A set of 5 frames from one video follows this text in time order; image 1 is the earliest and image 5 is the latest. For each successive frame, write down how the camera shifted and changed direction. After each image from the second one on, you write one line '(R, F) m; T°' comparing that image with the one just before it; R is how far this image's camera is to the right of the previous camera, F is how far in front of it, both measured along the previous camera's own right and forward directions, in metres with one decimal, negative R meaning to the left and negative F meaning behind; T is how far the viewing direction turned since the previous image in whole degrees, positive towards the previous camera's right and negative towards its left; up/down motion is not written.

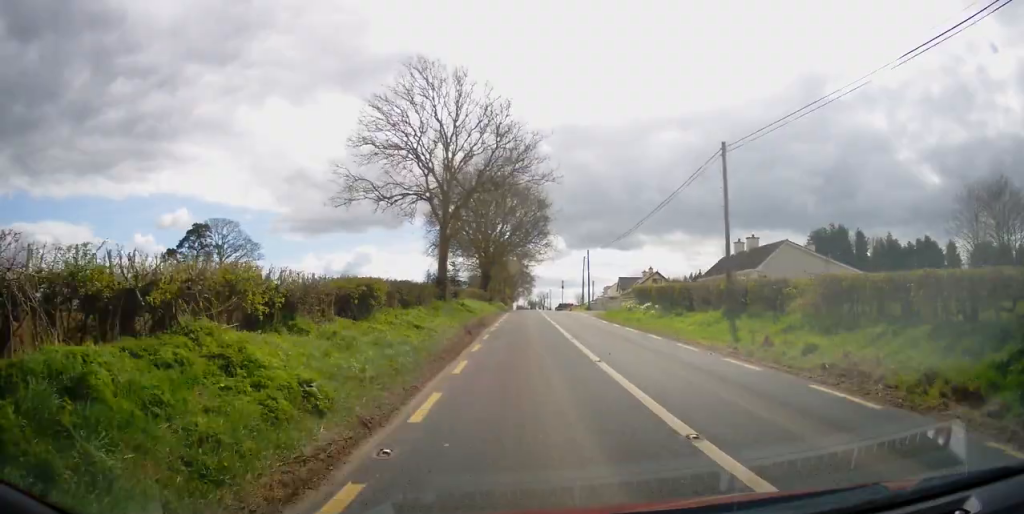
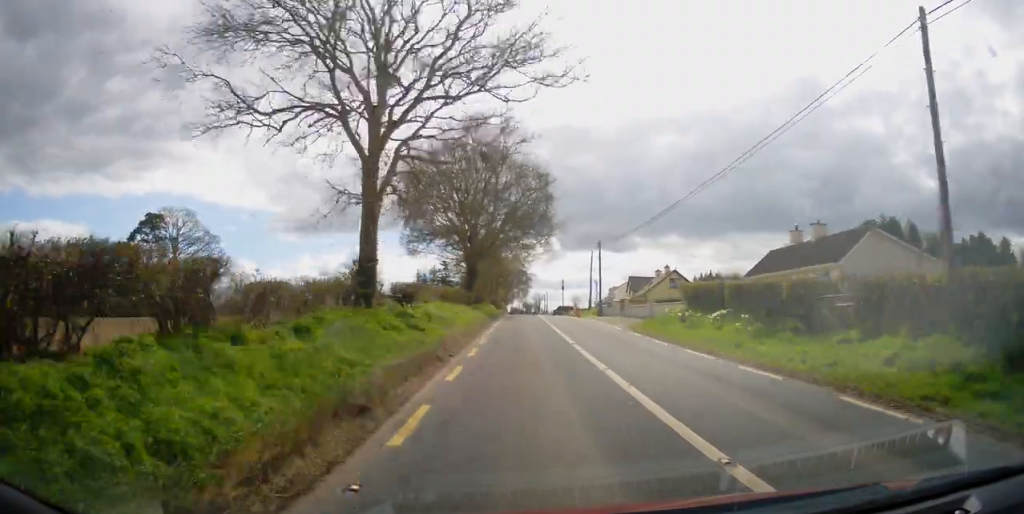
(+0.1, +13.4) m; +1°
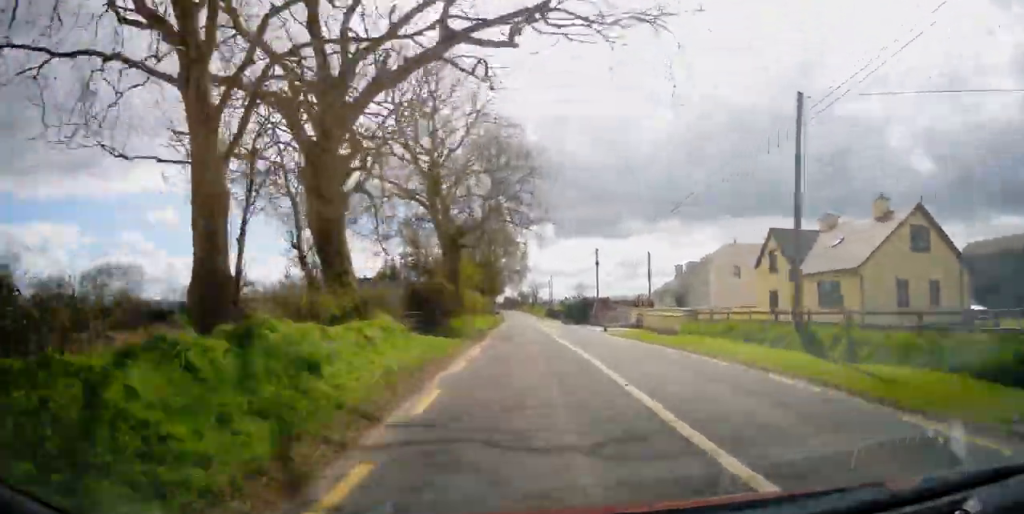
(+0.4, +51.1) m; 0°
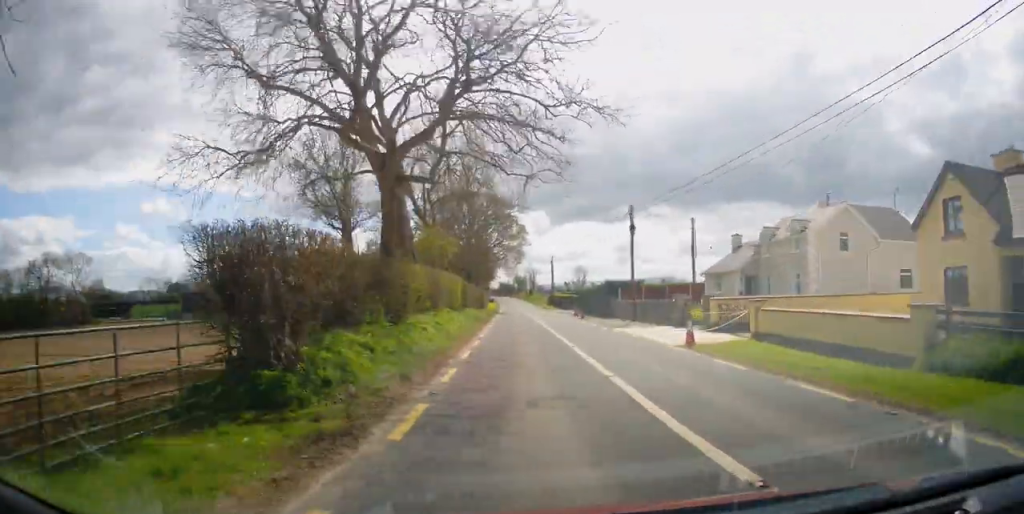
(0.0, +17.3) m; 0°
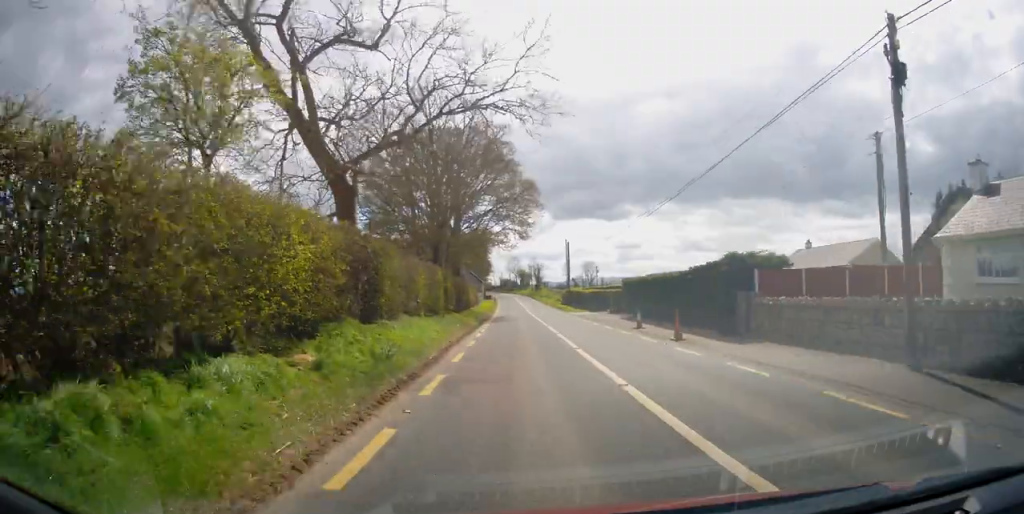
(0.0, +25.8) m; 0°
